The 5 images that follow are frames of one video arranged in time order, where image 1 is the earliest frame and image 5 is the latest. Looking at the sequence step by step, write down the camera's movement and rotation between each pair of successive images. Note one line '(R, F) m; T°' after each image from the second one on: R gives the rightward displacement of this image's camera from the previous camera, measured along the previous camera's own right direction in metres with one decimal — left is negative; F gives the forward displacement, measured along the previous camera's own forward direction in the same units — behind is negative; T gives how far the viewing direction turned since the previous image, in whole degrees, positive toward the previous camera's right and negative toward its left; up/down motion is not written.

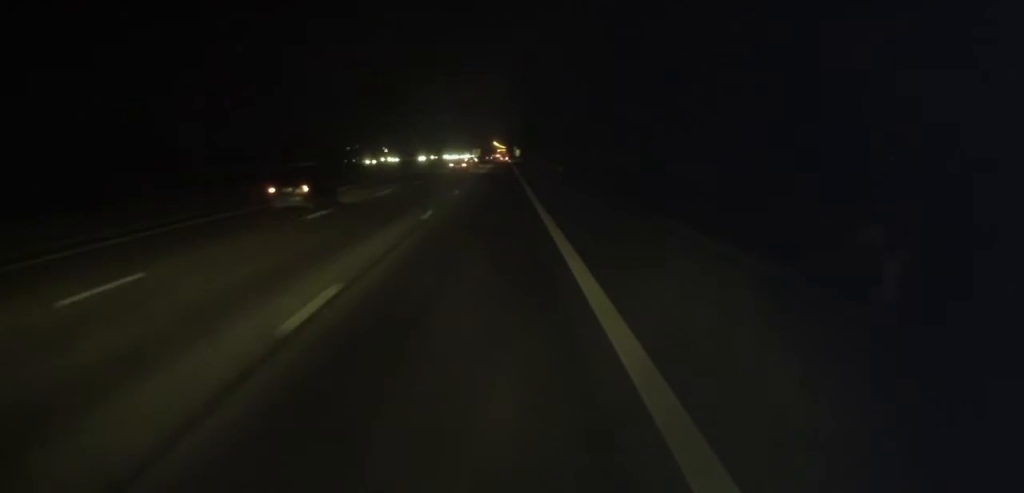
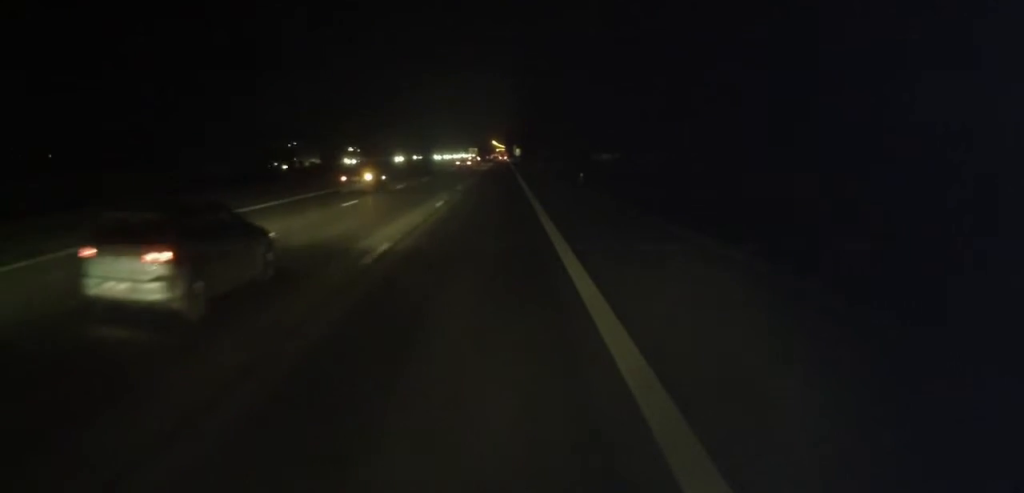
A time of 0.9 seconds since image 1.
(0.0, +20.5) m; 0°
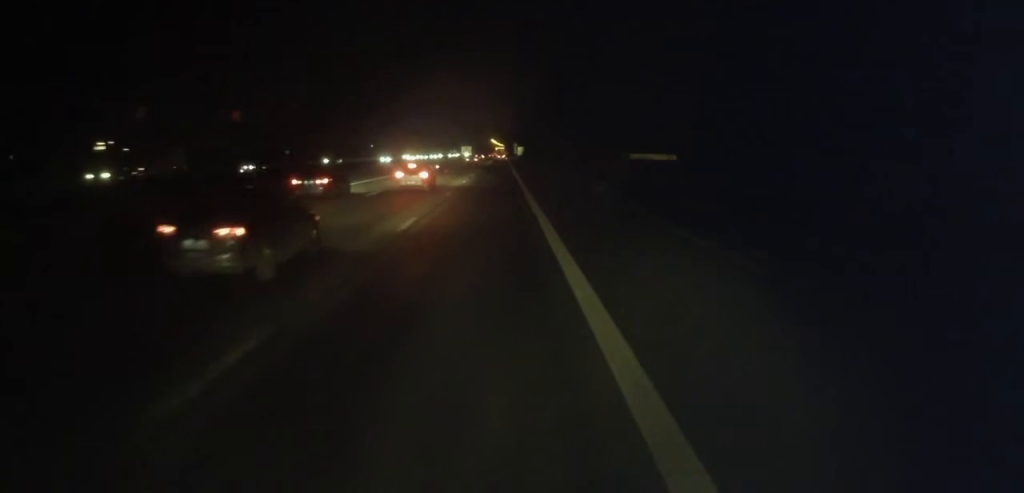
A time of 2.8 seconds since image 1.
(0.0, +45.4) m; 0°
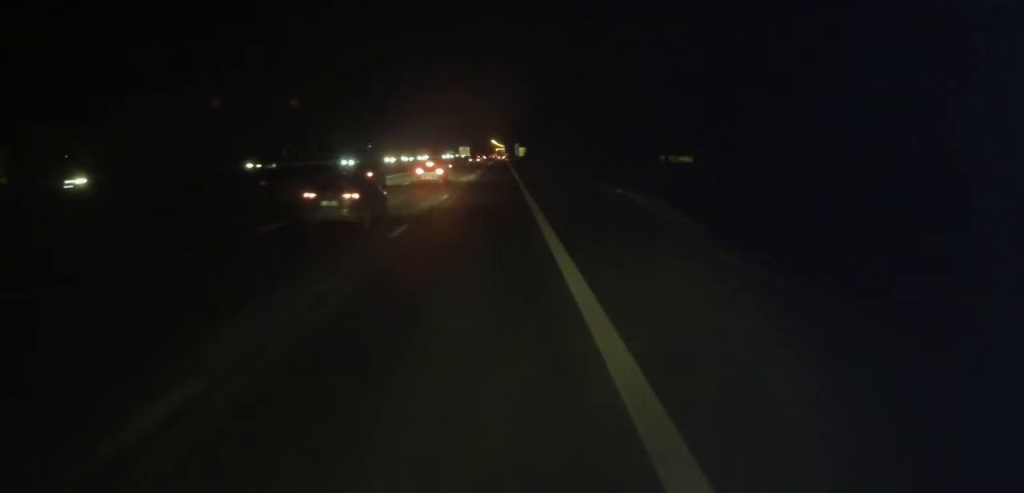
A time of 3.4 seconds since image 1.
(-0.1, +14.1) m; 0°
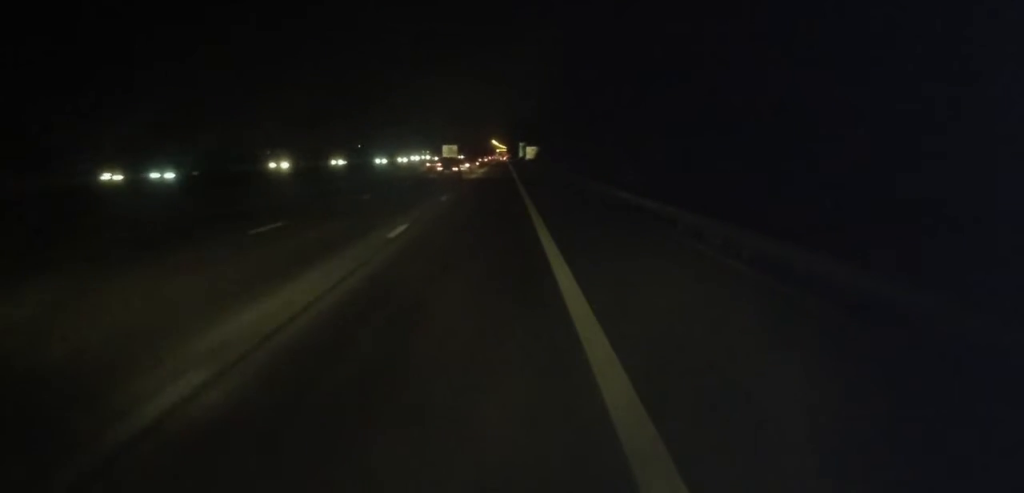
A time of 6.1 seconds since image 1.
(+1.0, +62.8) m; +1°
